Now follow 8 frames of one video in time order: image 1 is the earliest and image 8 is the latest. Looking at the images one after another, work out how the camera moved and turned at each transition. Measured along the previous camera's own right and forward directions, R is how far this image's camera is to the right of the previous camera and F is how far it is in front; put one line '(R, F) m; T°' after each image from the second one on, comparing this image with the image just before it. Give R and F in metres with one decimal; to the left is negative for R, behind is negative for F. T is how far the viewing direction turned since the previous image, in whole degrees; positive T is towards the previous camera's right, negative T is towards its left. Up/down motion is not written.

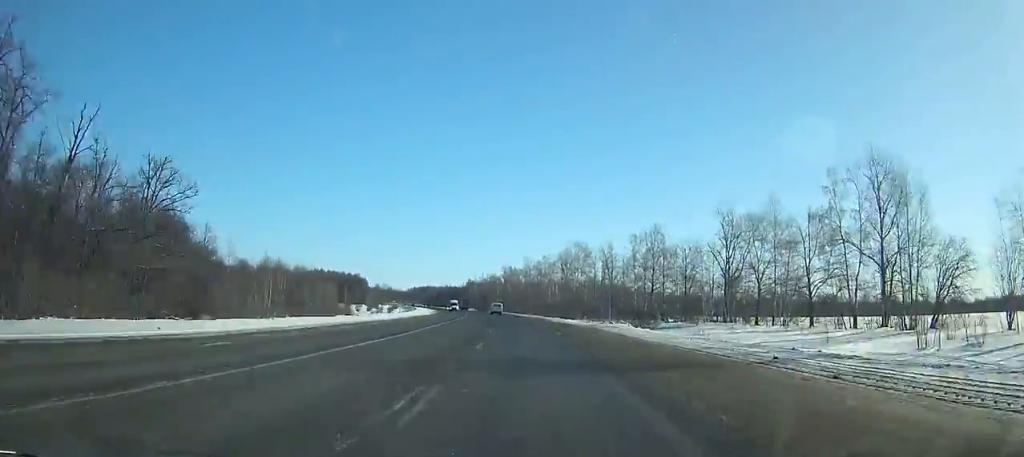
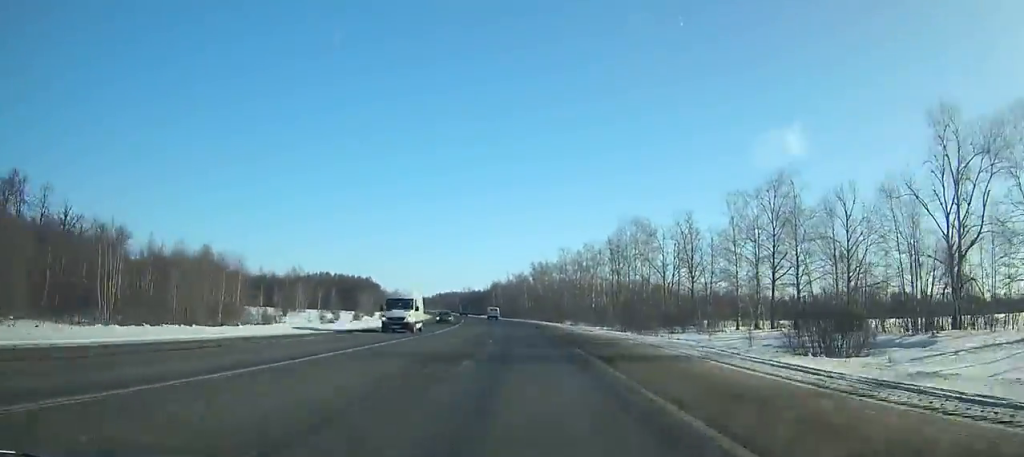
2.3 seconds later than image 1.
(-1.0, +53.0) m; -3°
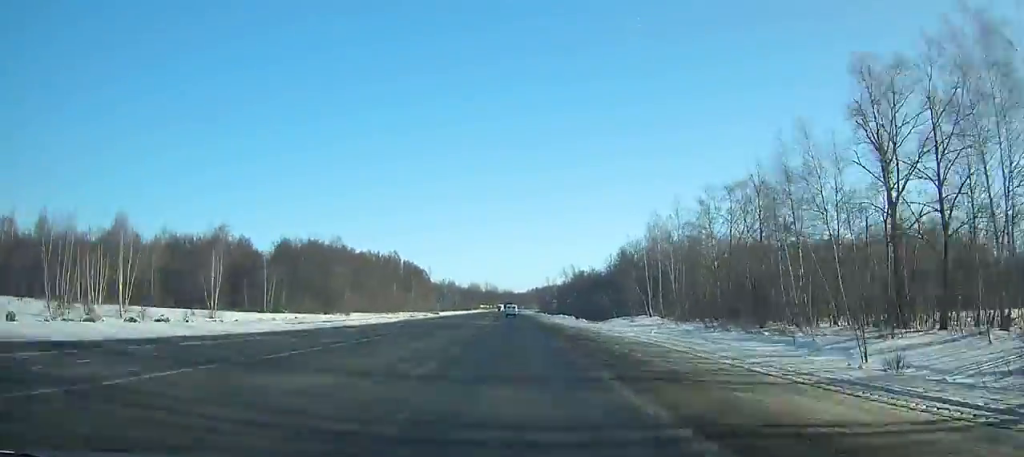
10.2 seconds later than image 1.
(-18.3, +179.9) m; -10°
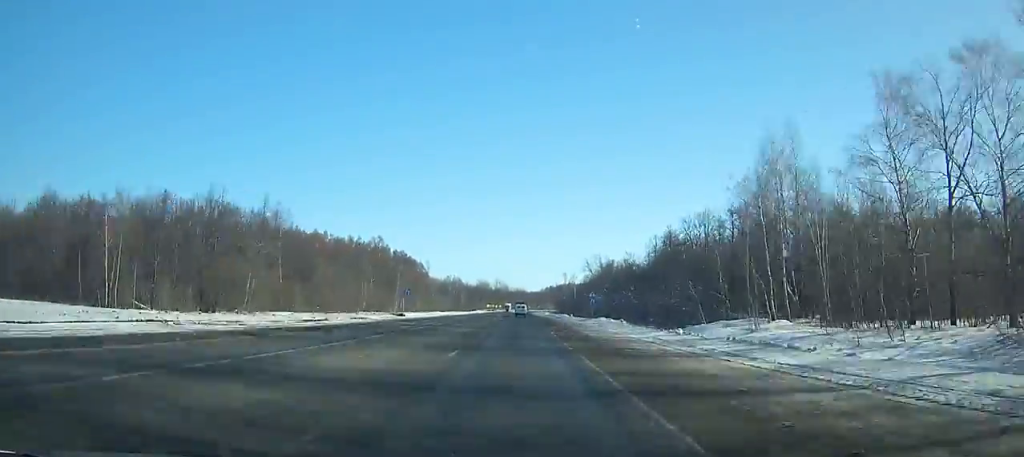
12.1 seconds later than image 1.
(-0.8, +43.1) m; -1°
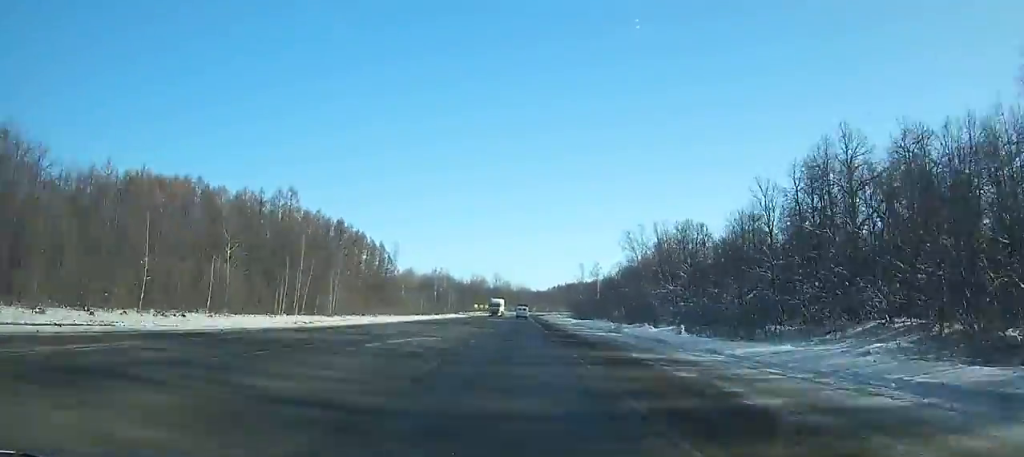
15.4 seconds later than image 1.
(-0.7, +74.5) m; -1°
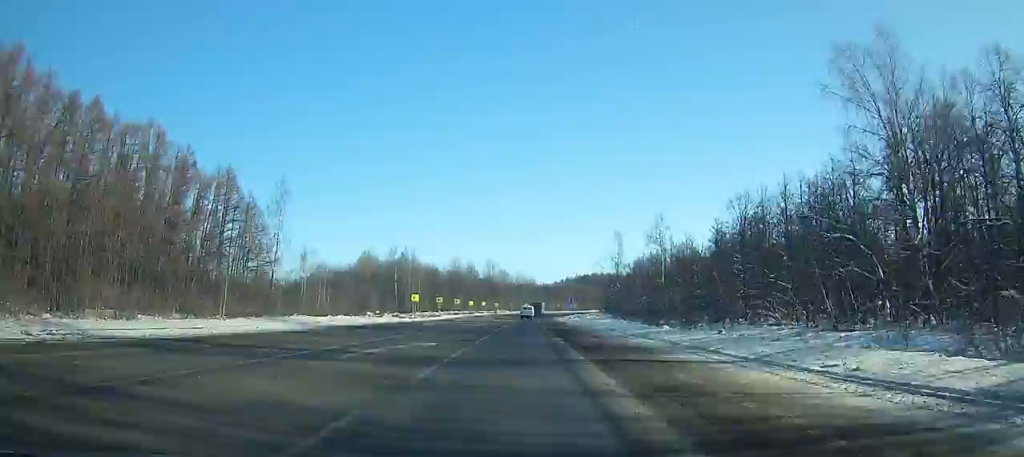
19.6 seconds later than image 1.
(+0.1, +93.1) m; 0°
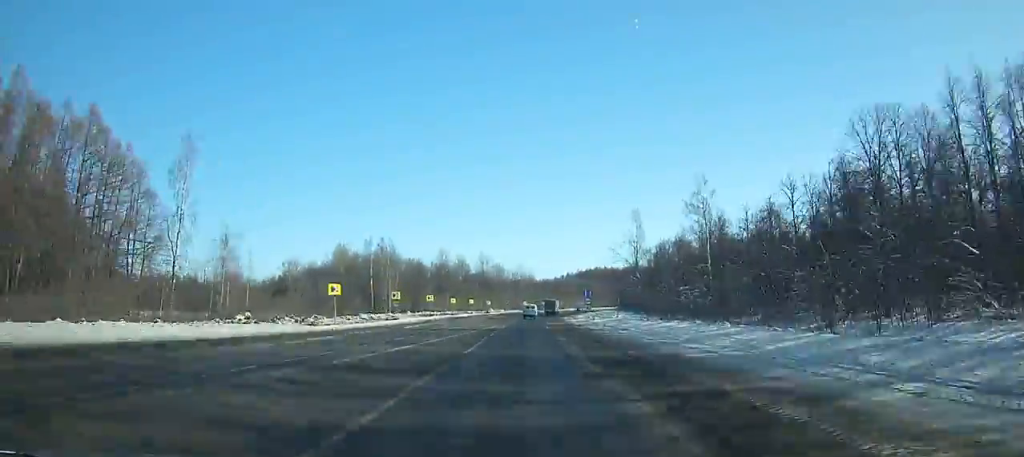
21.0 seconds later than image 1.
(0.0, +30.1) m; 0°
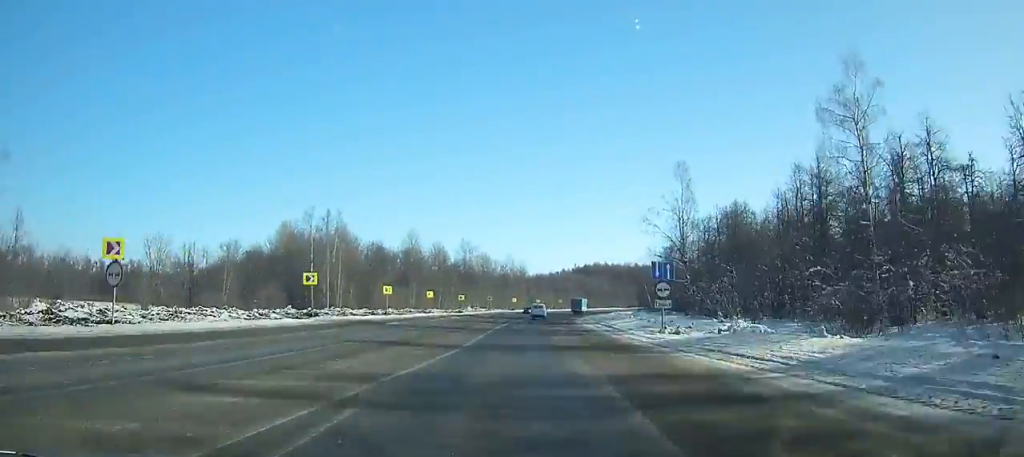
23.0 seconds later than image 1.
(-0.1, +42.4) m; 0°
